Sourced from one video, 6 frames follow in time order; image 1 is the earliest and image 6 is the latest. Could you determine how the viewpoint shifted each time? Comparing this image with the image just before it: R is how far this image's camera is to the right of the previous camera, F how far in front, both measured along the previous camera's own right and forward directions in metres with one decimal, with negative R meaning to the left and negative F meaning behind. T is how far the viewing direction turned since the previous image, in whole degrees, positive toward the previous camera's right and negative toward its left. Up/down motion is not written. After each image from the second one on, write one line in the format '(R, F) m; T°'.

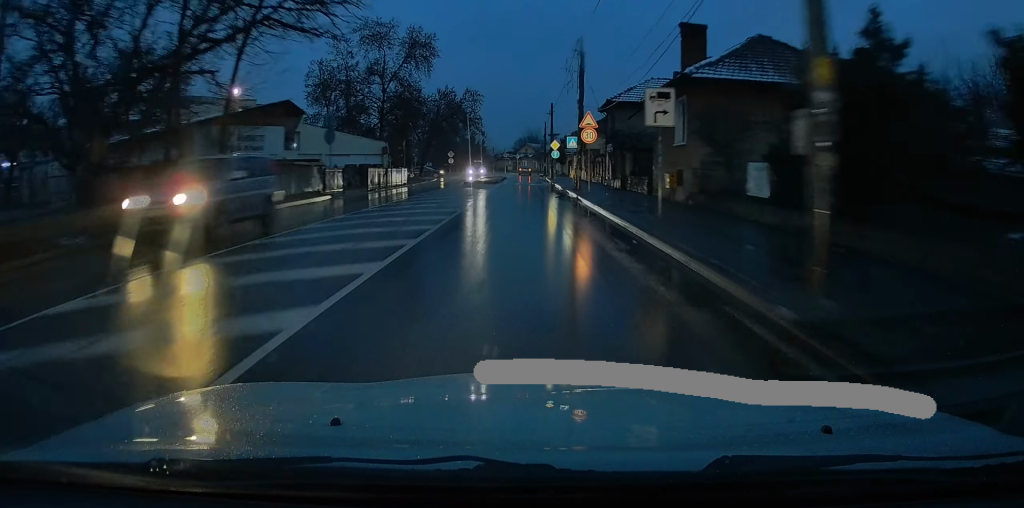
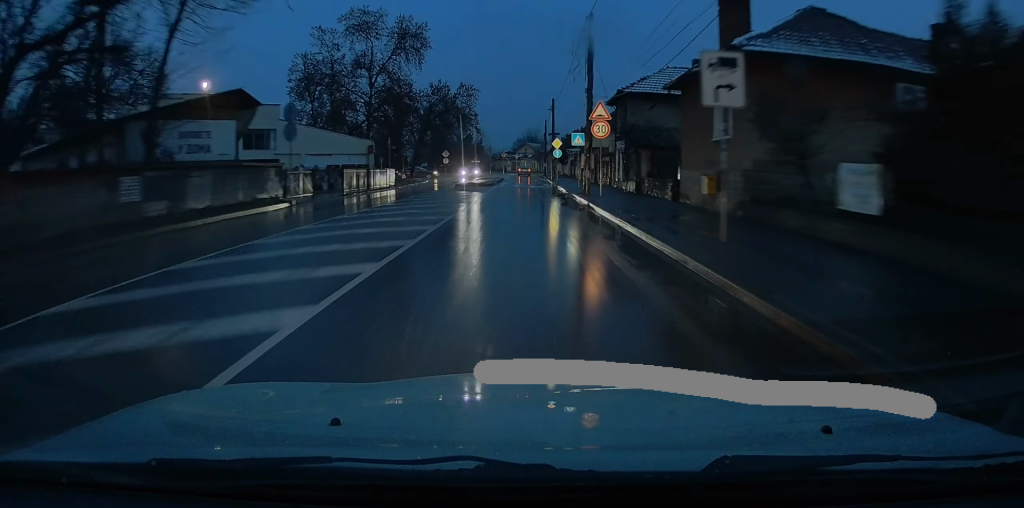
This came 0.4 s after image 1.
(0.0, +4.9) m; -1°
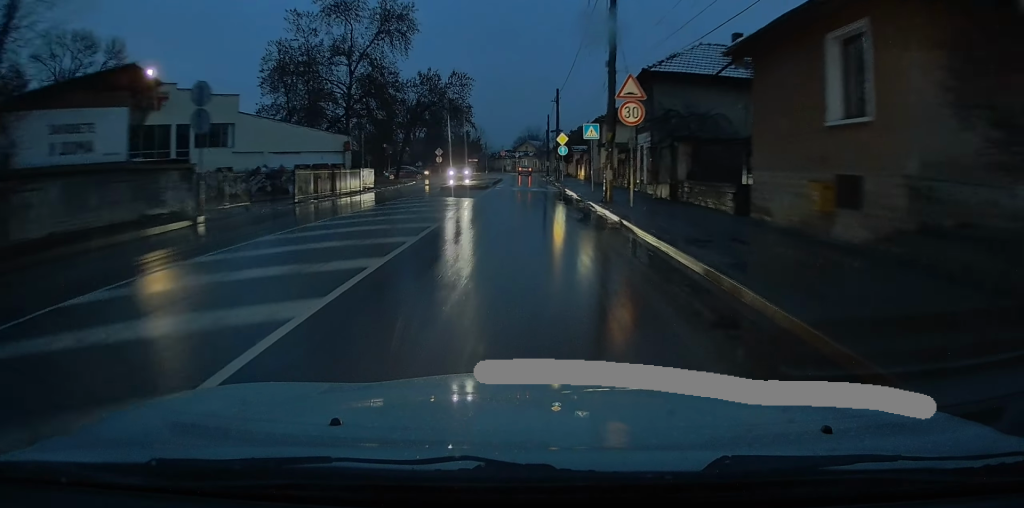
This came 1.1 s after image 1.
(-0.3, +6.9) m; 0°
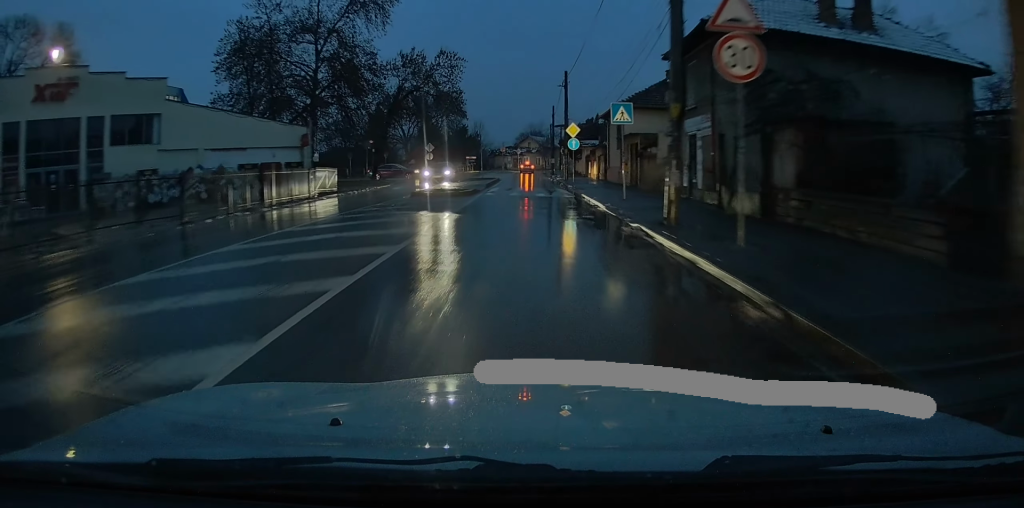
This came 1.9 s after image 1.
(+0.1, +8.5) m; +1°
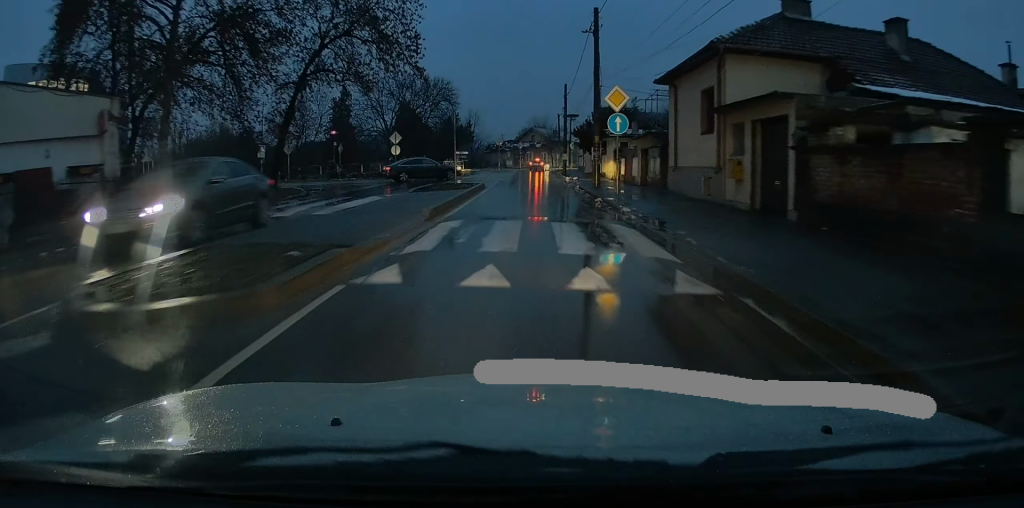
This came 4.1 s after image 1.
(+0.1, +18.1) m; +1°
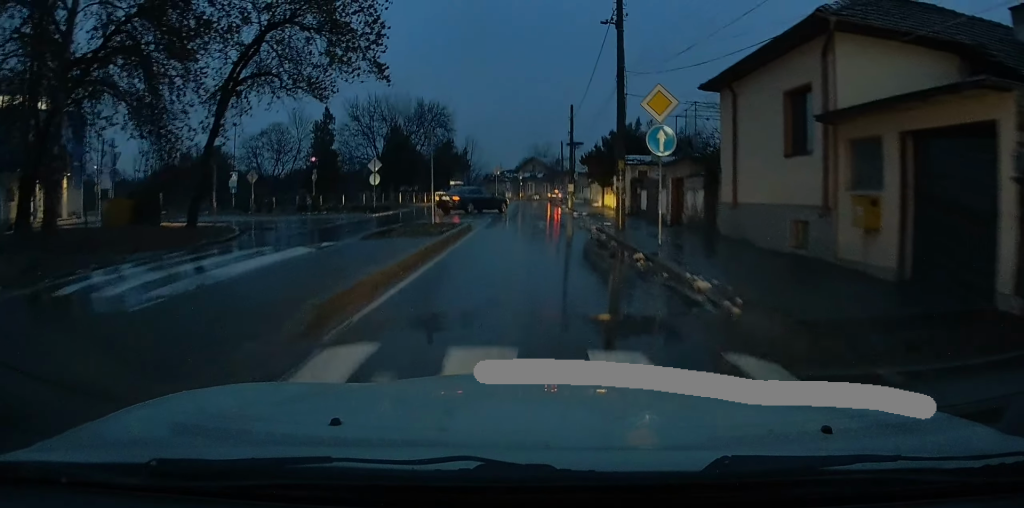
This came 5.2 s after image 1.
(+0.1, +6.8) m; -1°
